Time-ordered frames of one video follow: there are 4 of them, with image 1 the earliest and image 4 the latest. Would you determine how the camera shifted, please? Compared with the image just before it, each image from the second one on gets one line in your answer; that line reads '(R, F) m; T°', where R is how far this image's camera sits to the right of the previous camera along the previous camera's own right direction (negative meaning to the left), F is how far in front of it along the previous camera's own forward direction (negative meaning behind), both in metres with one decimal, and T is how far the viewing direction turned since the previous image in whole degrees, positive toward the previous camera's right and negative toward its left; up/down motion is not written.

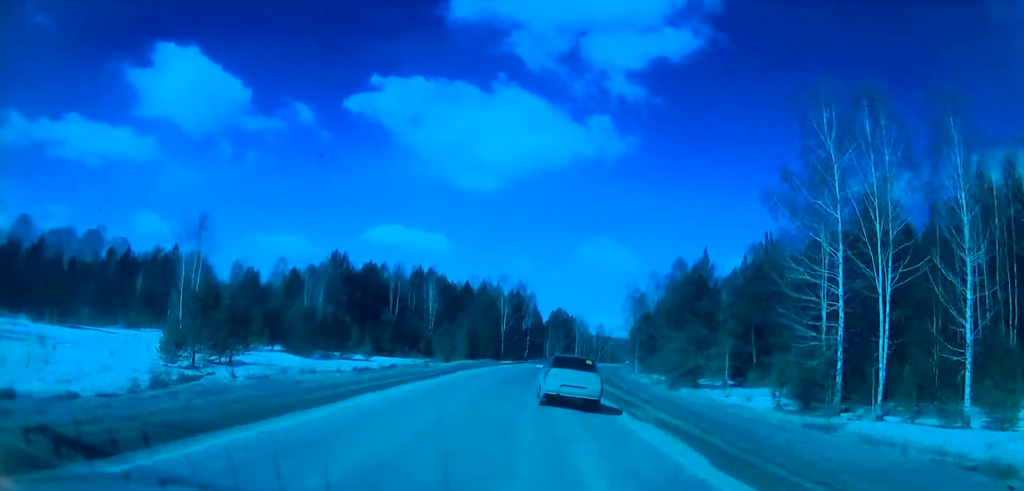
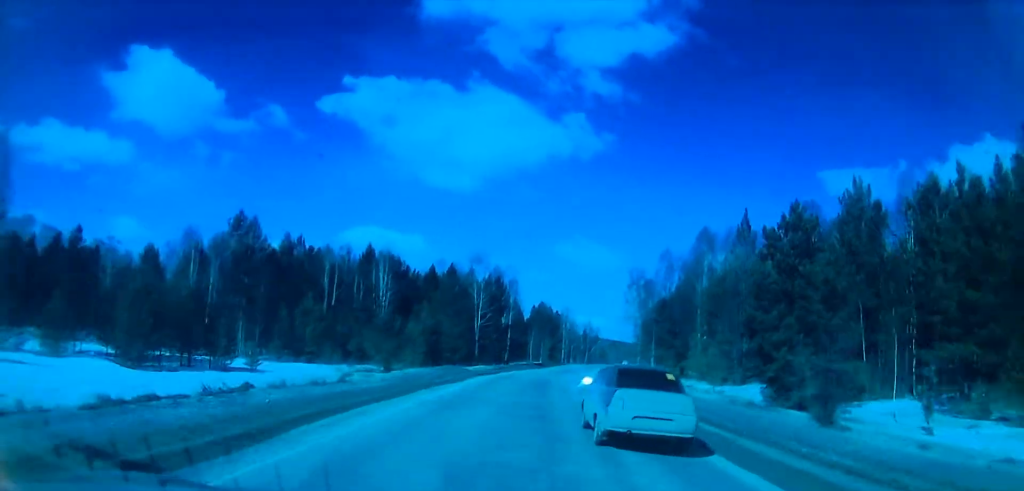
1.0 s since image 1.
(0.0, +26.4) m; 0°
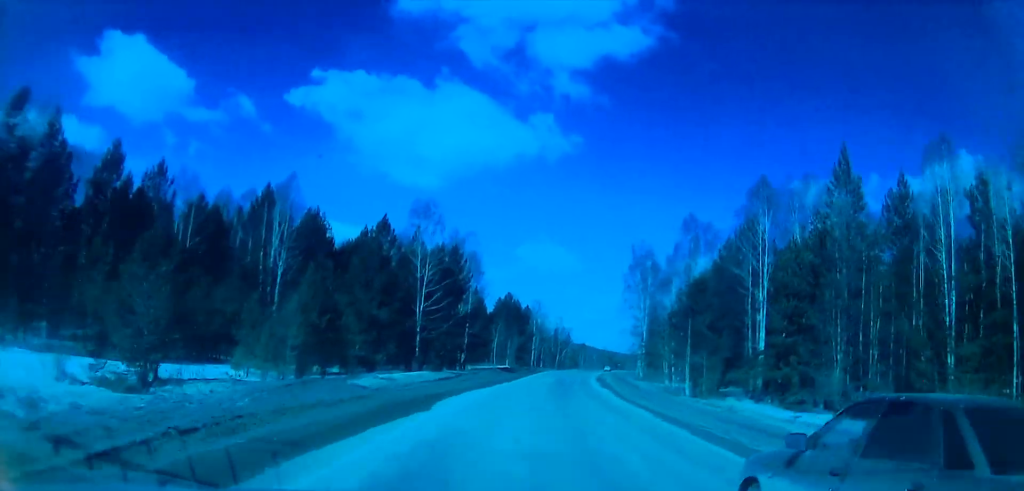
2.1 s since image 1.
(0.0, +29.1) m; 0°
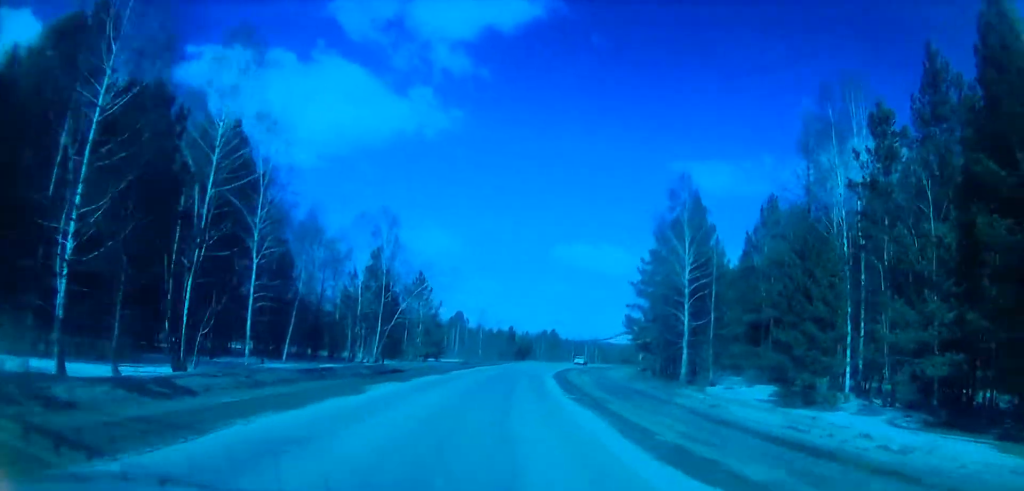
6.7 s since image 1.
(+13.4, +121.0) m; +15°
